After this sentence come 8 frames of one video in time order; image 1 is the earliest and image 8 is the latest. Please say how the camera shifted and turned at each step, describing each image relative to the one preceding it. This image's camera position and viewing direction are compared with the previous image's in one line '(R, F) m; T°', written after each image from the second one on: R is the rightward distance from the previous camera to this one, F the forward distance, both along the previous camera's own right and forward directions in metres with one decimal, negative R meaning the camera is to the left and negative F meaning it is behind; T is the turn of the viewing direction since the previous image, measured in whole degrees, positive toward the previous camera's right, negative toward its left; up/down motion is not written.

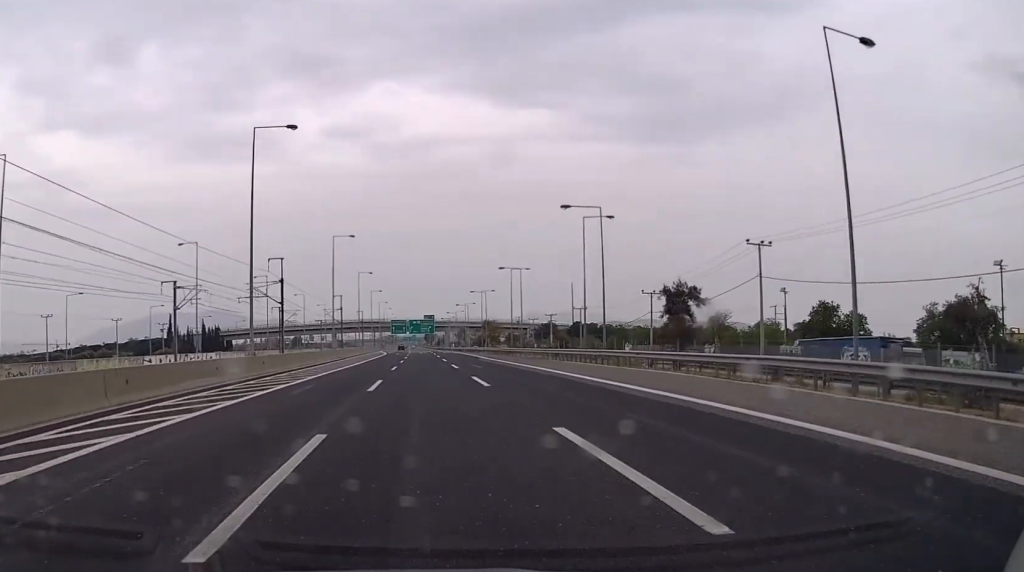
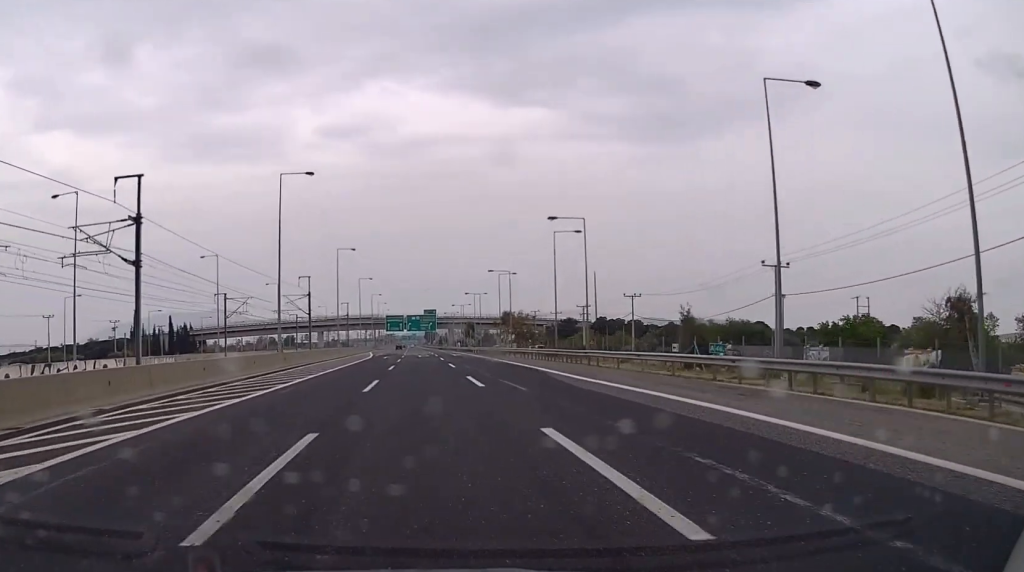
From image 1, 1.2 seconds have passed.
(-0.1, +36.6) m; 0°
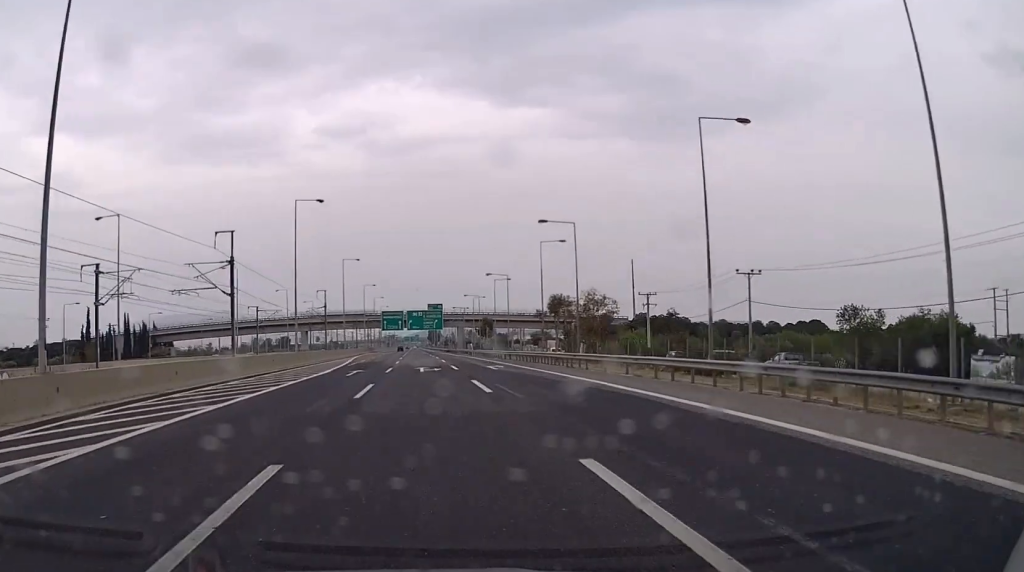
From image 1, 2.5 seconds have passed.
(+0.1, +38.7) m; 0°
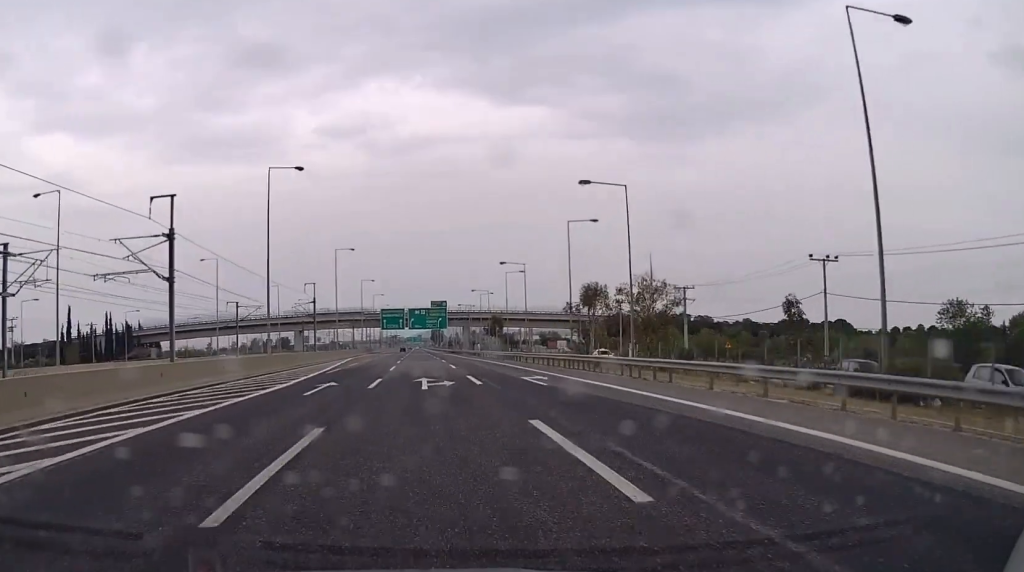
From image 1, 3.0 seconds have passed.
(+0.1, +13.9) m; 0°
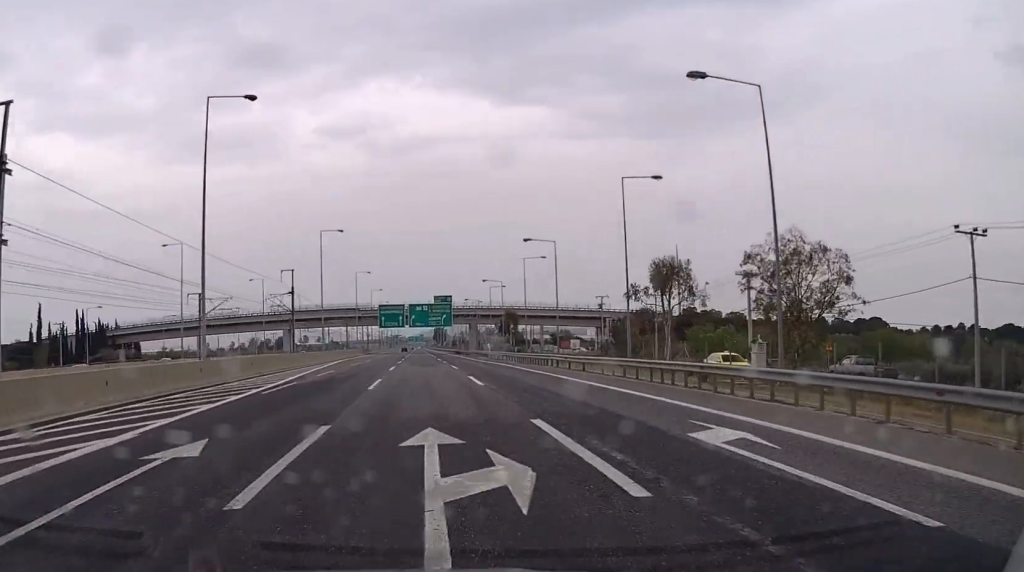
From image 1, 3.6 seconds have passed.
(-0.2, +17.8) m; 0°
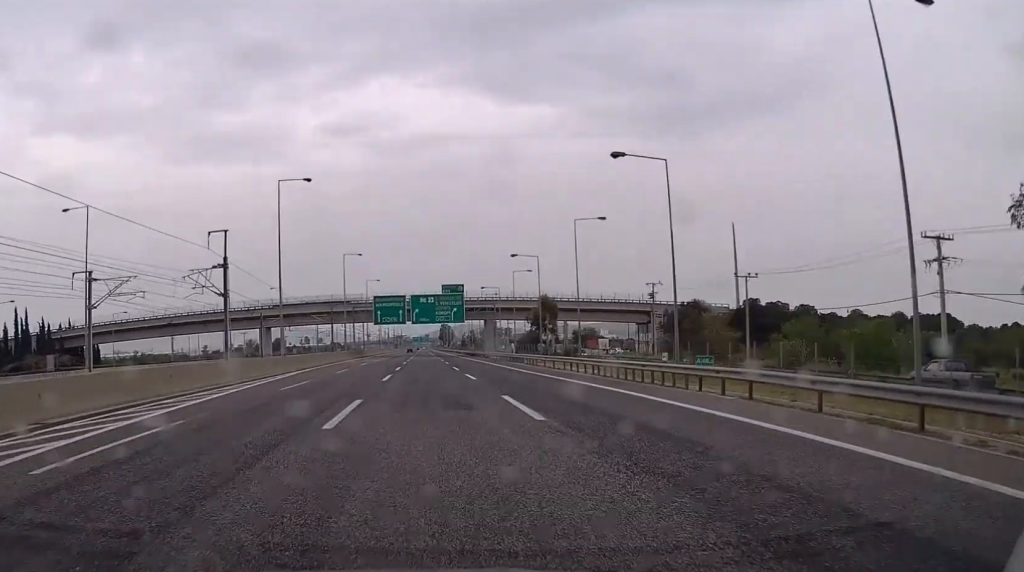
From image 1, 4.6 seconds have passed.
(-0.1, +28.7) m; 0°
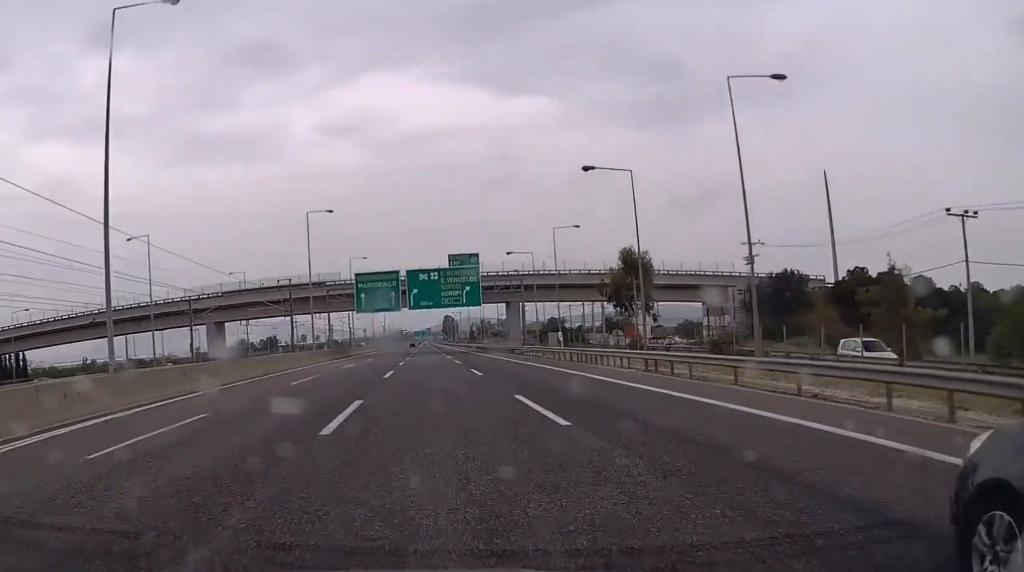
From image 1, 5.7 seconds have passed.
(0.0, +34.7) m; 0°
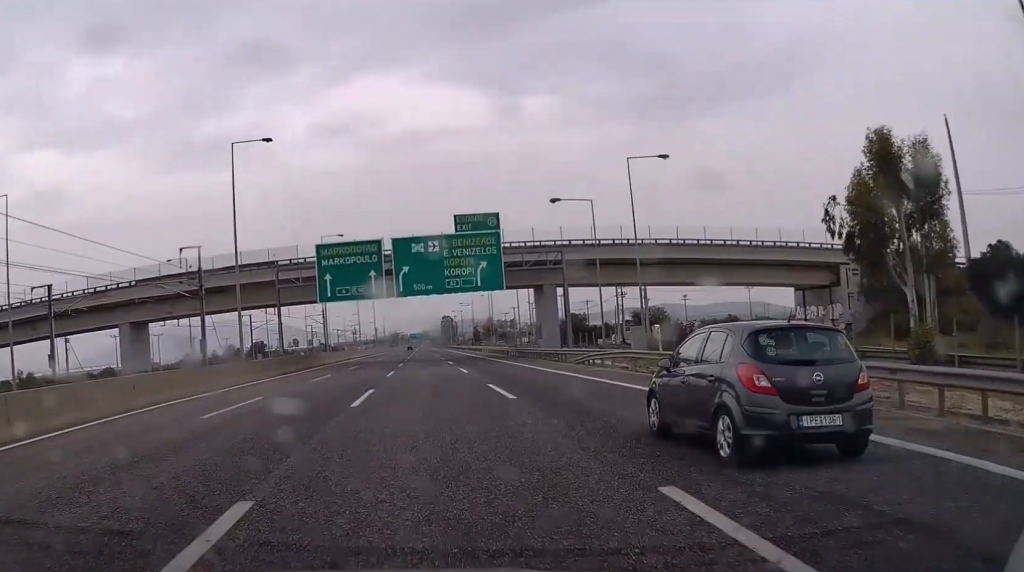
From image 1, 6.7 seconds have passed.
(0.0, +29.8) m; 0°
